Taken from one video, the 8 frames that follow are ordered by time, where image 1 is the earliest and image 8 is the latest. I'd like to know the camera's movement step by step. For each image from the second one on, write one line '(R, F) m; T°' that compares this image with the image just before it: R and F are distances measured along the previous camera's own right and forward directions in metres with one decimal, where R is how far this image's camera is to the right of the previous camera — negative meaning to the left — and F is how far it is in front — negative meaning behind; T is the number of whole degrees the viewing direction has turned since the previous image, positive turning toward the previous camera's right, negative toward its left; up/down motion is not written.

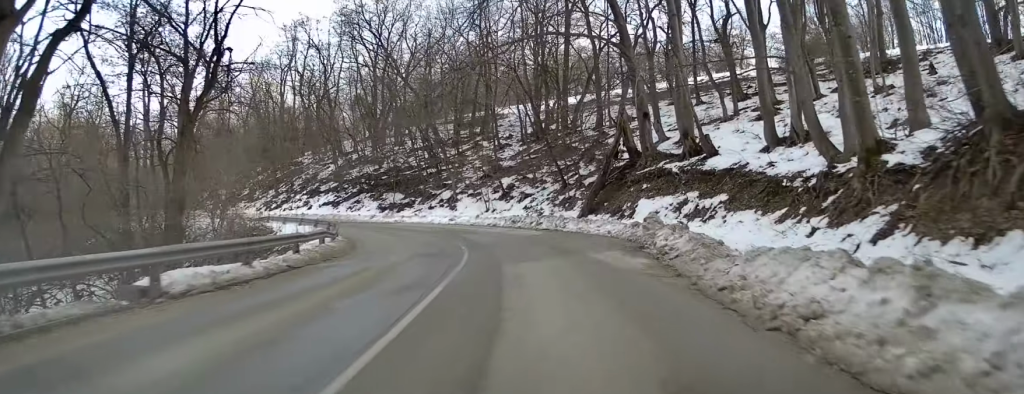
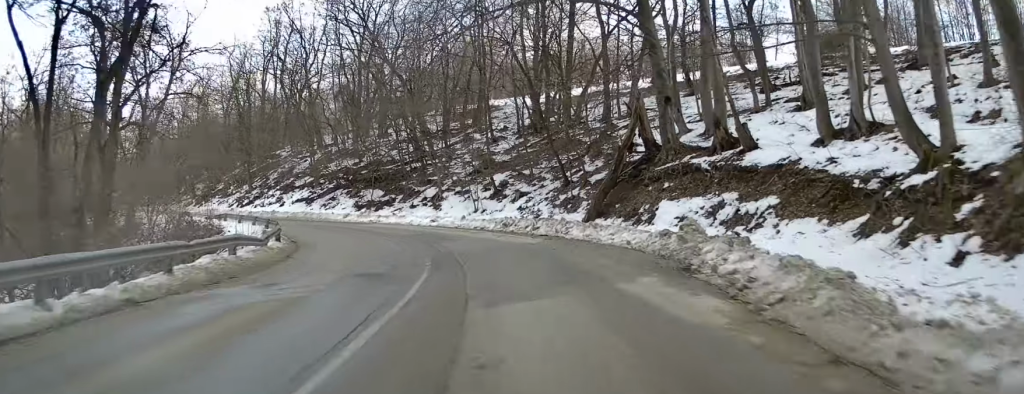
(+0.1, +6.3) m; 0°
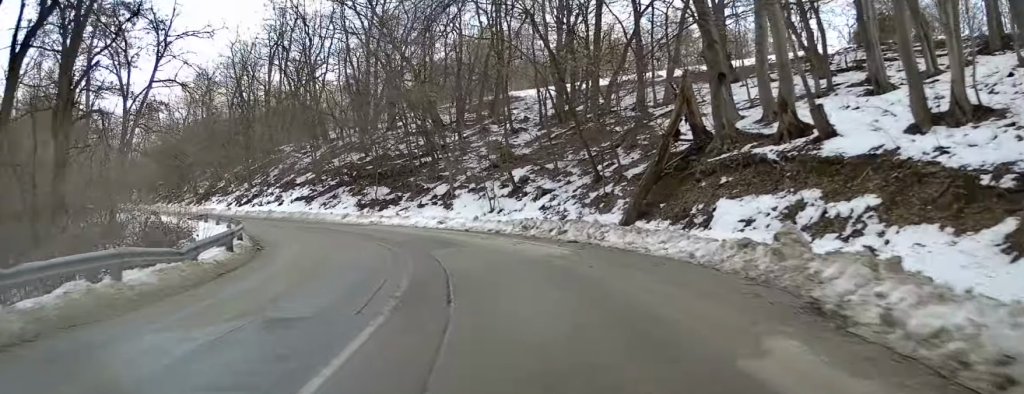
(+0.2, +5.4) m; -1°
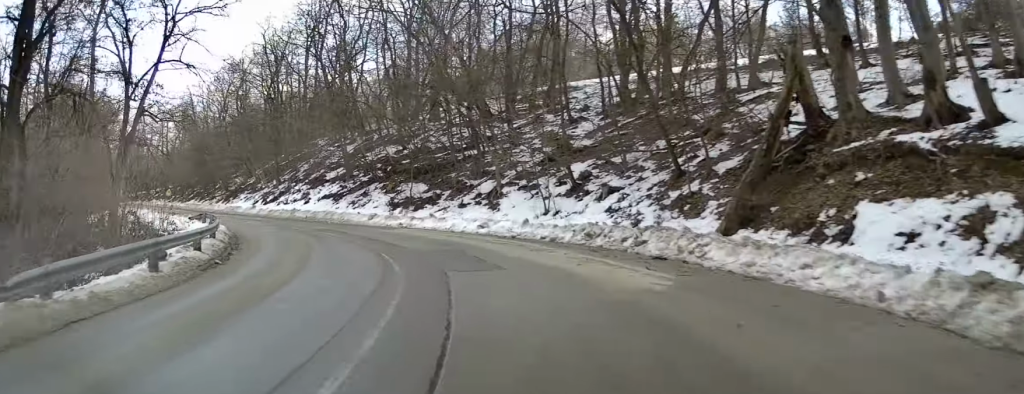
(0.0, +6.1) m; -3°
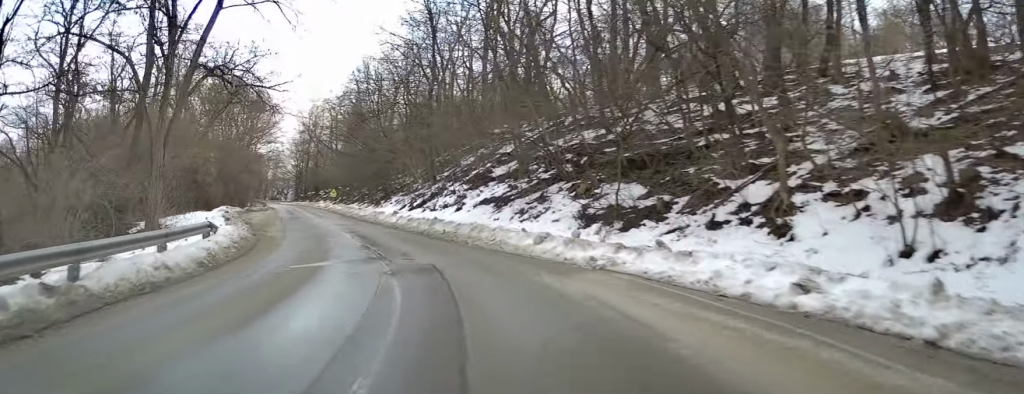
(-1.6, +15.5) m; -13°
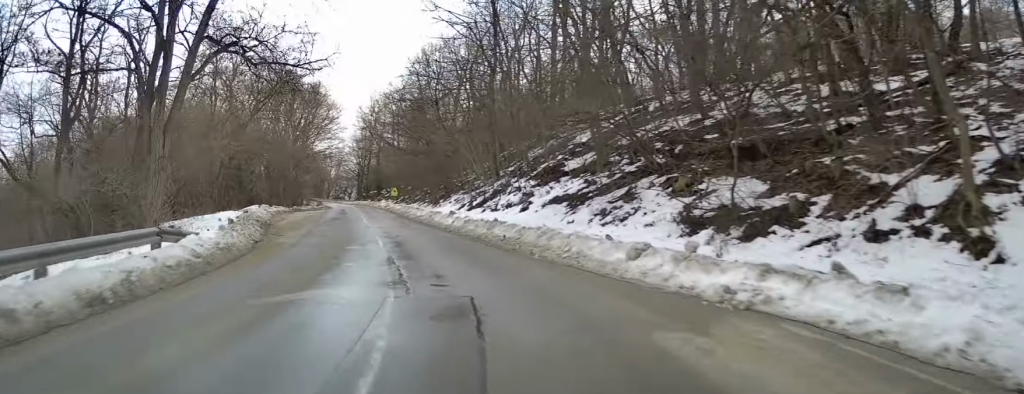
(+0.2, +5.2) m; -5°
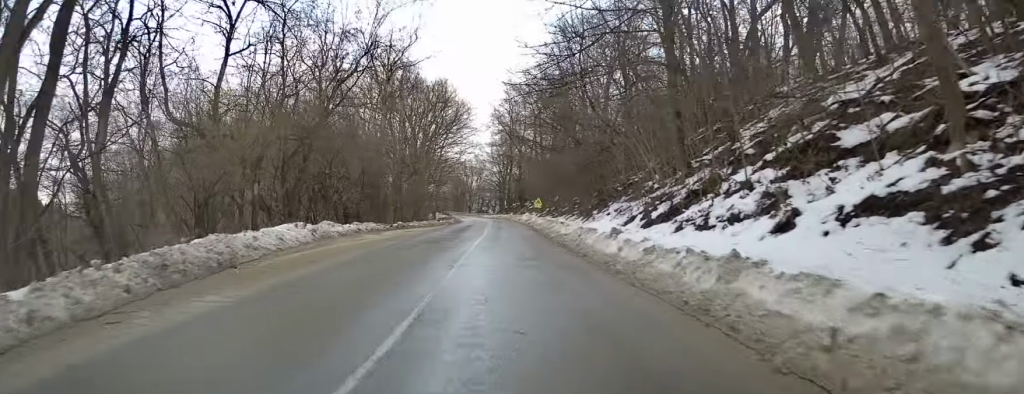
(-1.8, +14.4) m; -10°
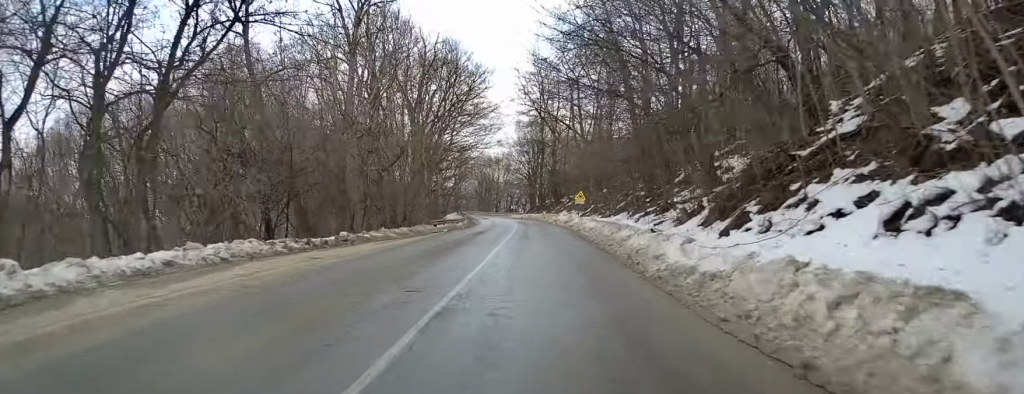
(-1.1, +20.5) m; -4°
